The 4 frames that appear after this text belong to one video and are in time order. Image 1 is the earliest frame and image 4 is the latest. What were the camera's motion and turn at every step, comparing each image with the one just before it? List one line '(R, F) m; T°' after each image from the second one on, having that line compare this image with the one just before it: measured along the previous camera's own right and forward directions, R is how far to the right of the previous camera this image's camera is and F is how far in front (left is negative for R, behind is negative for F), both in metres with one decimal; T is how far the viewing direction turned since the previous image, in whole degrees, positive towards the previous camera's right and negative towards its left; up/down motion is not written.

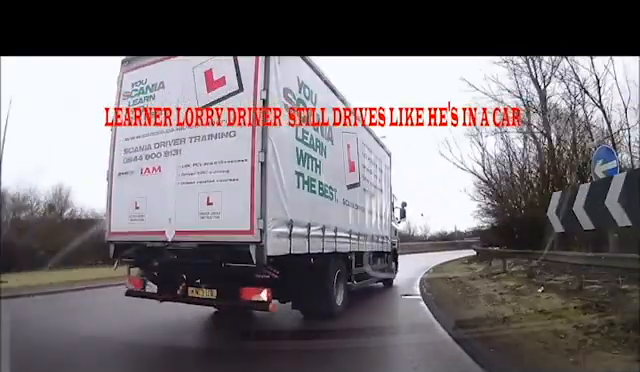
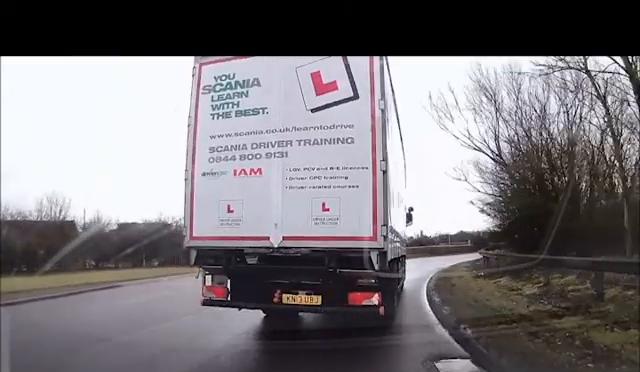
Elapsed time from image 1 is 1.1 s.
(+0.4, +6.8) m; +6°
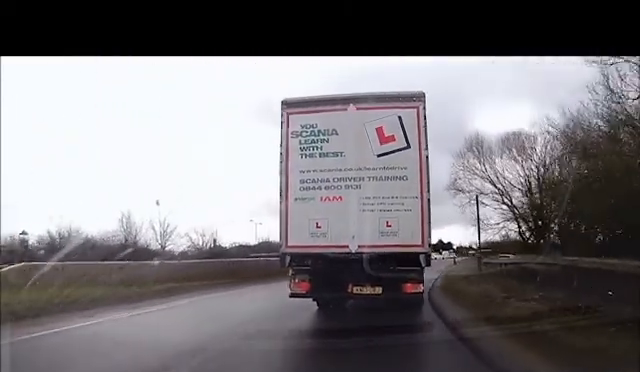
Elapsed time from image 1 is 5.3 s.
(+5.9, +27.5) m; +21°
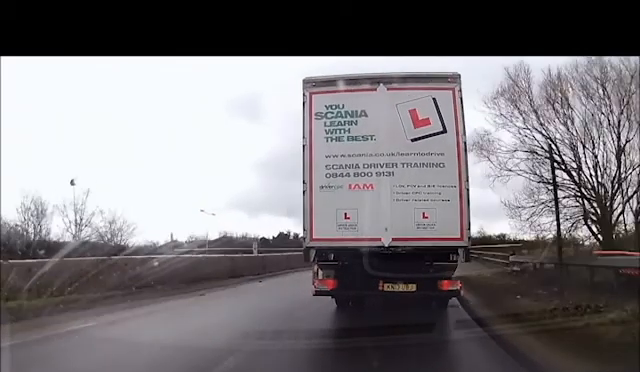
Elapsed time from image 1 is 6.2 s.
(0.0, +7.6) m; +2°
